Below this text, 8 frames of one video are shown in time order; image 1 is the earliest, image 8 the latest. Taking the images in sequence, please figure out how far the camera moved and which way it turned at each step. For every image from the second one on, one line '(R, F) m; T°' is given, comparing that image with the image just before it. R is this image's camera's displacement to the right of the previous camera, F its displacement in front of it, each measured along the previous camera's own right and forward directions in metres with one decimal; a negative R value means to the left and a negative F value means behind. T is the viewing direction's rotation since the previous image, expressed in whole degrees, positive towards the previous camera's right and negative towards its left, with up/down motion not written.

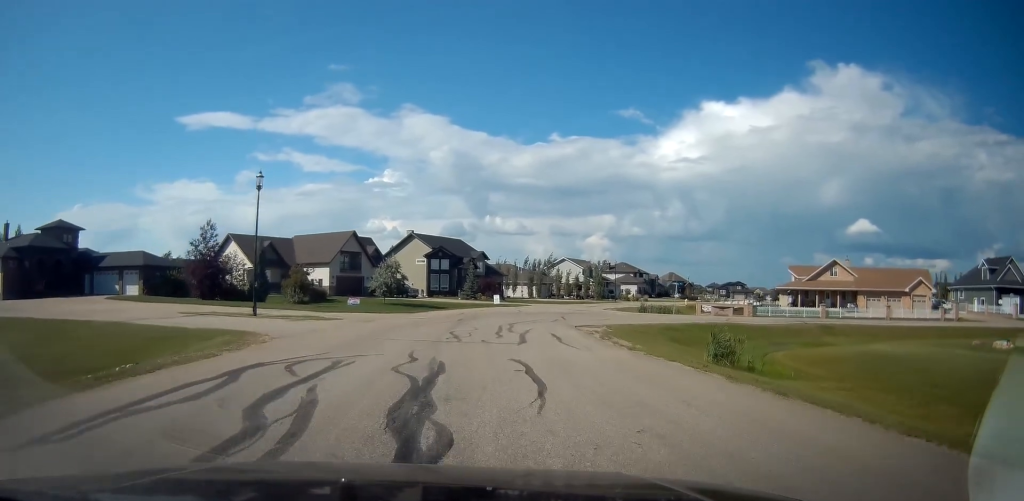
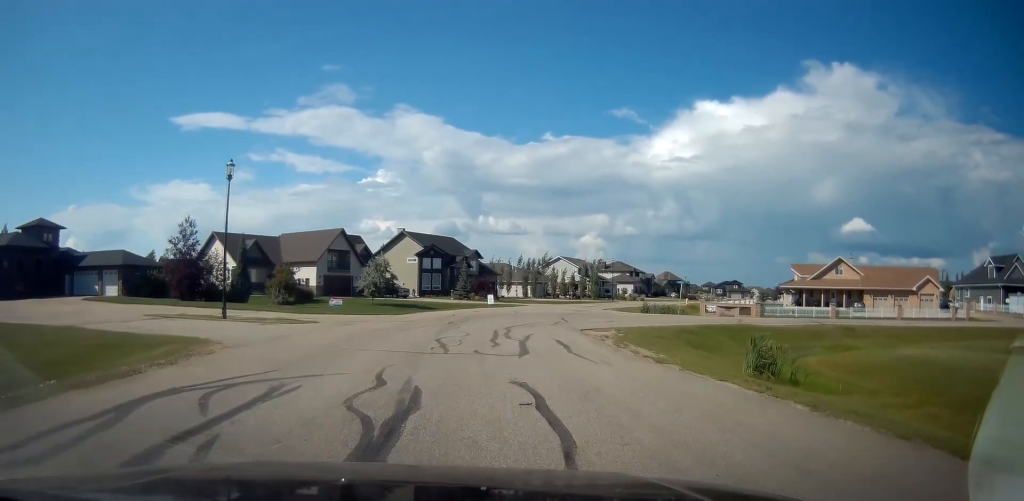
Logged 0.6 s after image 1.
(-0.3, +3.0) m; 0°
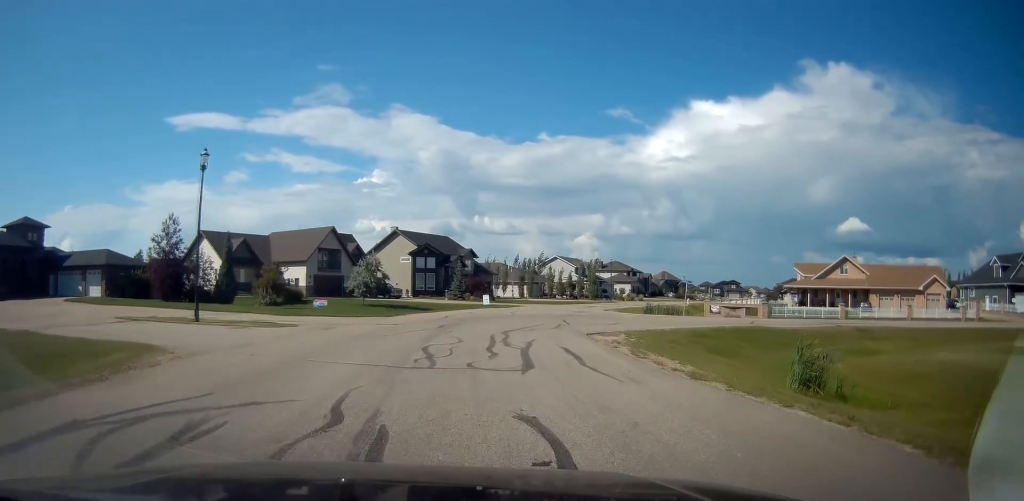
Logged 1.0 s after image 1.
(-0.1, +2.3) m; +1°
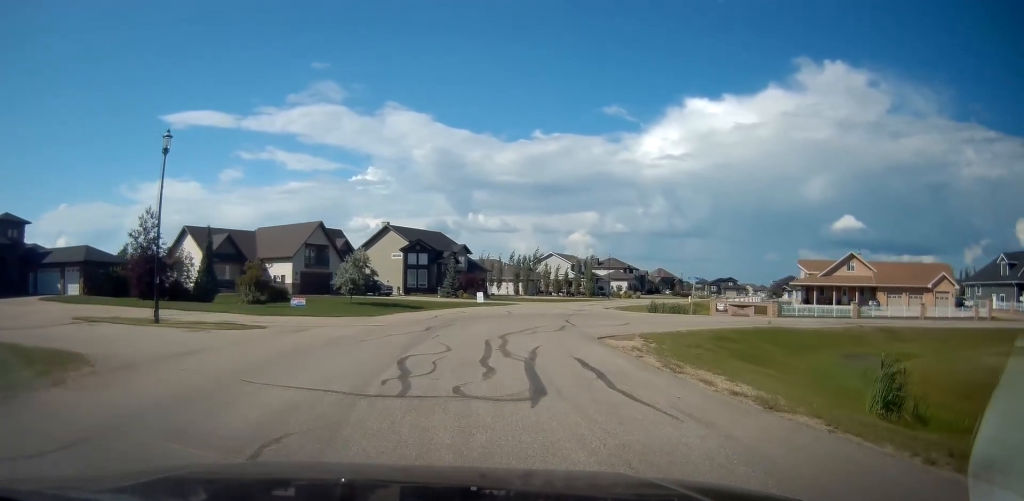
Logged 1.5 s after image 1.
(+0.3, +3.0) m; +4°
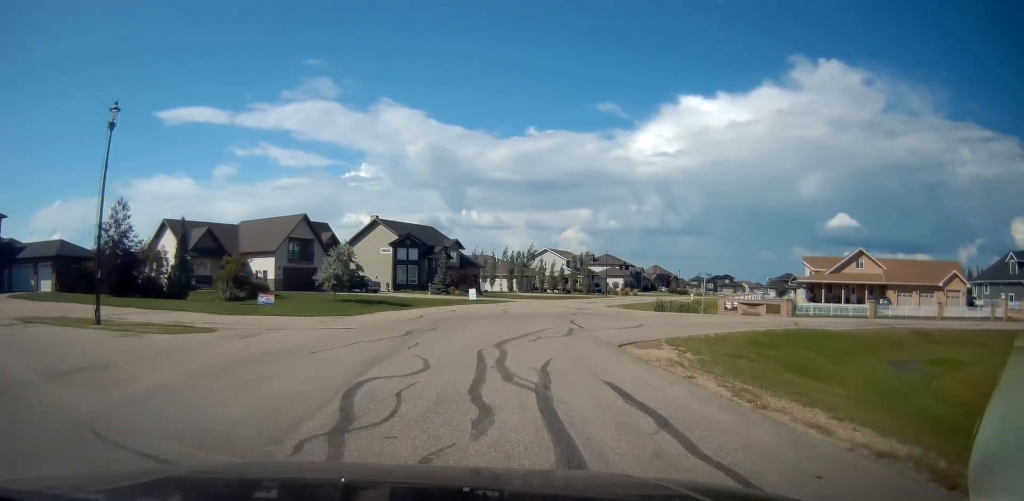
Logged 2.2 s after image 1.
(+0.1, +3.6) m; +2°
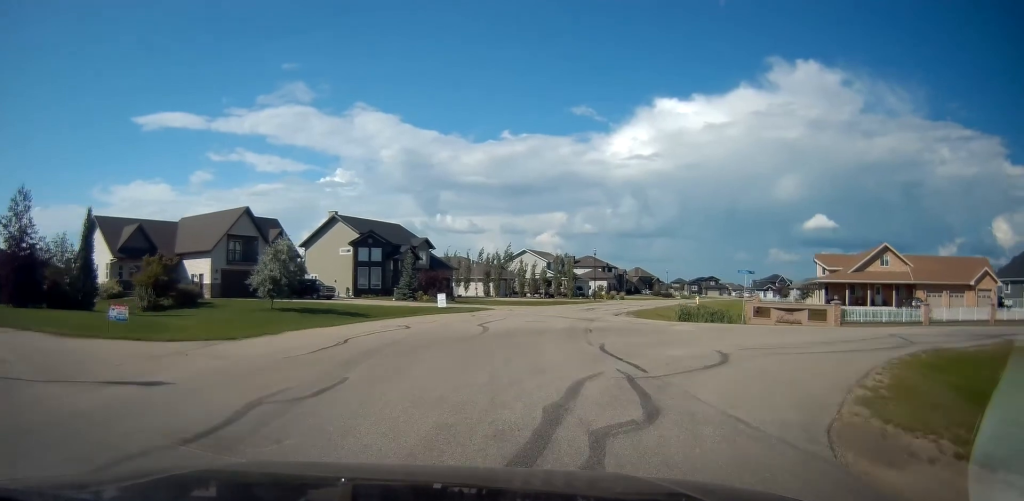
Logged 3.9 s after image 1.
(0.0, +10.0) m; -1°
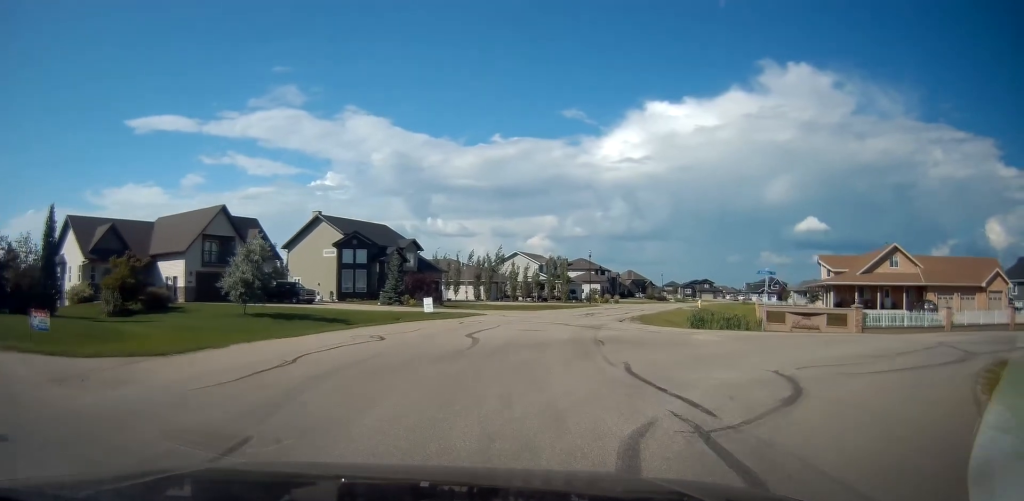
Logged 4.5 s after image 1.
(0.0, +3.3) m; 0°
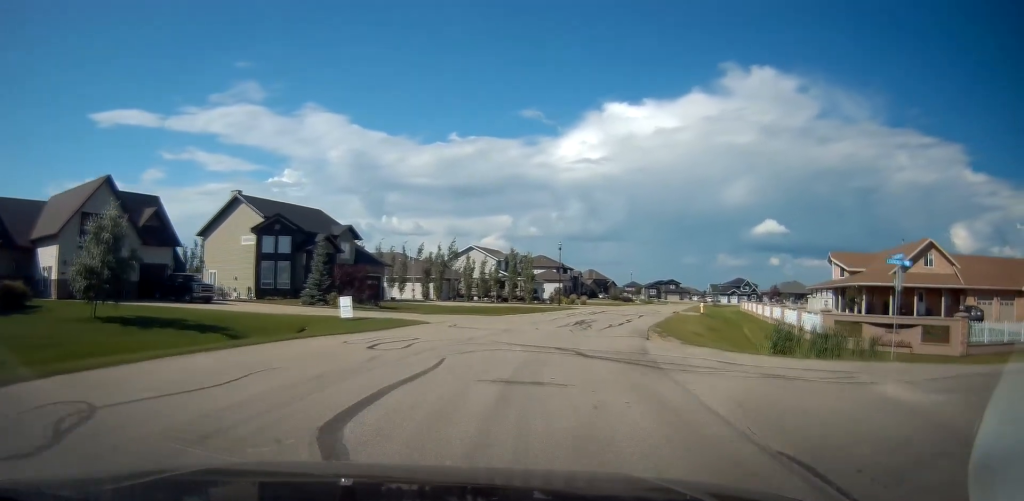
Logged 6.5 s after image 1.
(+0.1, +12.6) m; +4°
